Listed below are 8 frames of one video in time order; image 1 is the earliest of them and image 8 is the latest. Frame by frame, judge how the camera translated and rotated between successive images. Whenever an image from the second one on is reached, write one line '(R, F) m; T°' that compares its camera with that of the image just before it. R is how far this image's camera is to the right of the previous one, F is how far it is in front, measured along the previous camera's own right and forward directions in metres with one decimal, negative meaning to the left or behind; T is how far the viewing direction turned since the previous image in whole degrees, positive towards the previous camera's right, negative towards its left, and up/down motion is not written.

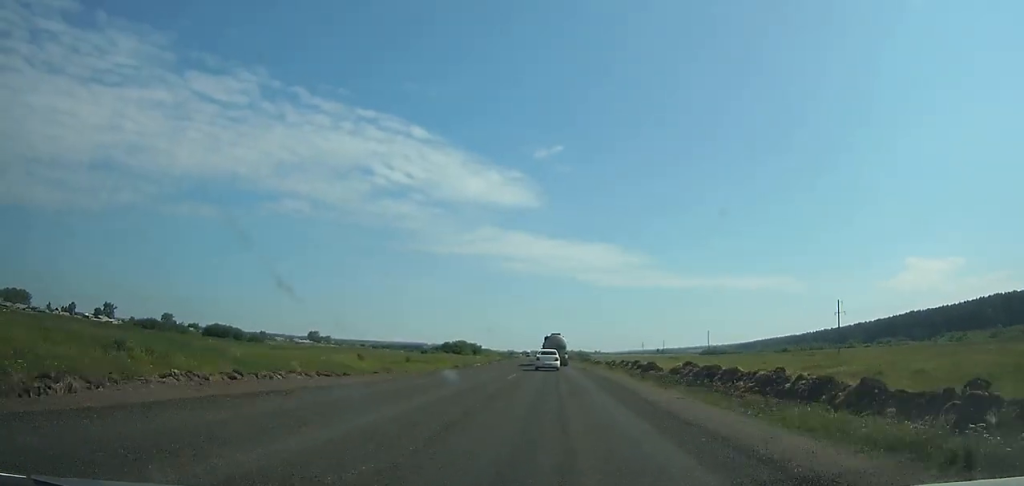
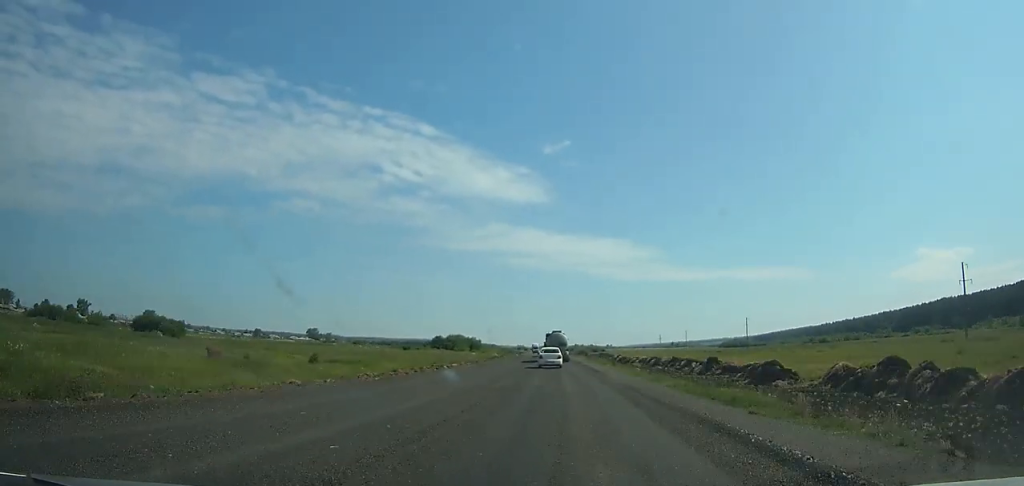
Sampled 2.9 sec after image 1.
(-0.4, +45.2) m; -1°
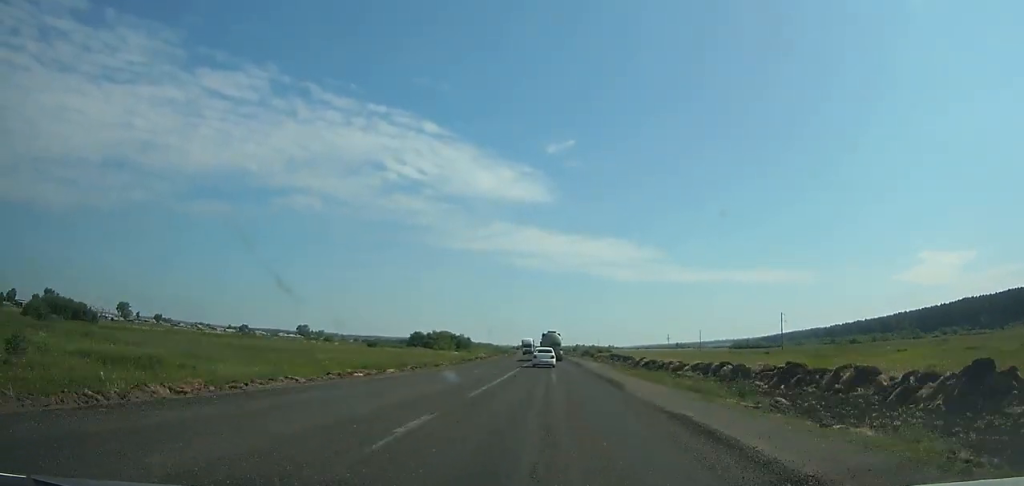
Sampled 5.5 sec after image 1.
(-0.2, +39.6) m; -1°
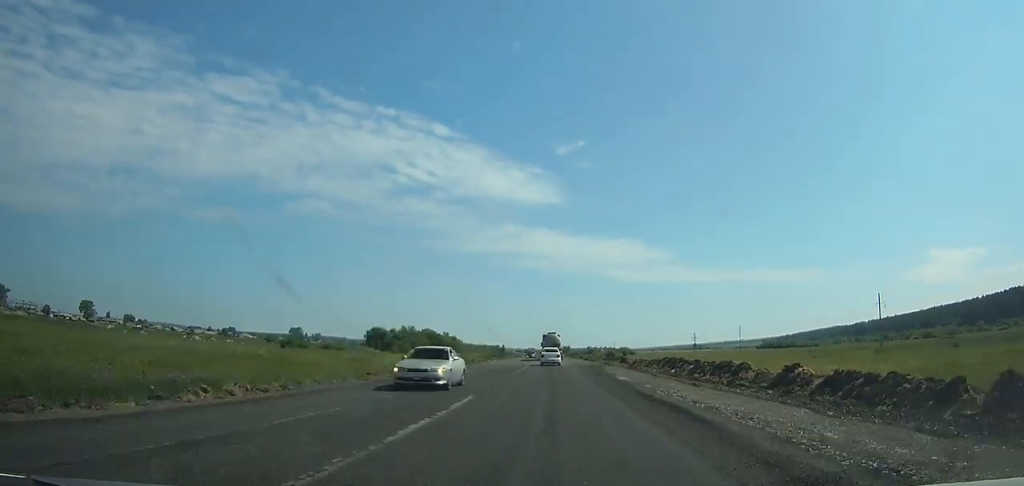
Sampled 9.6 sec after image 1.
(-0.4, +61.9) m; -1°
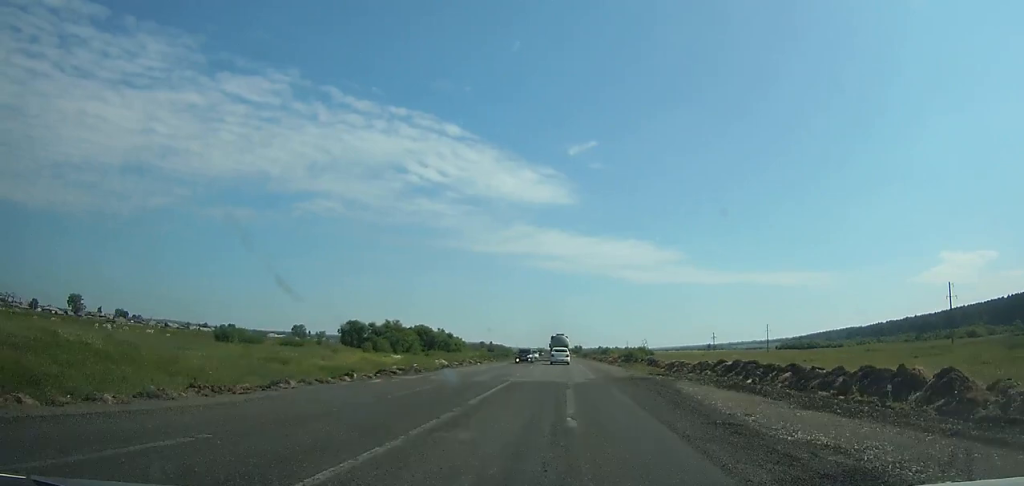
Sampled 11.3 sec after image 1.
(-0.2, +26.1) m; 0°
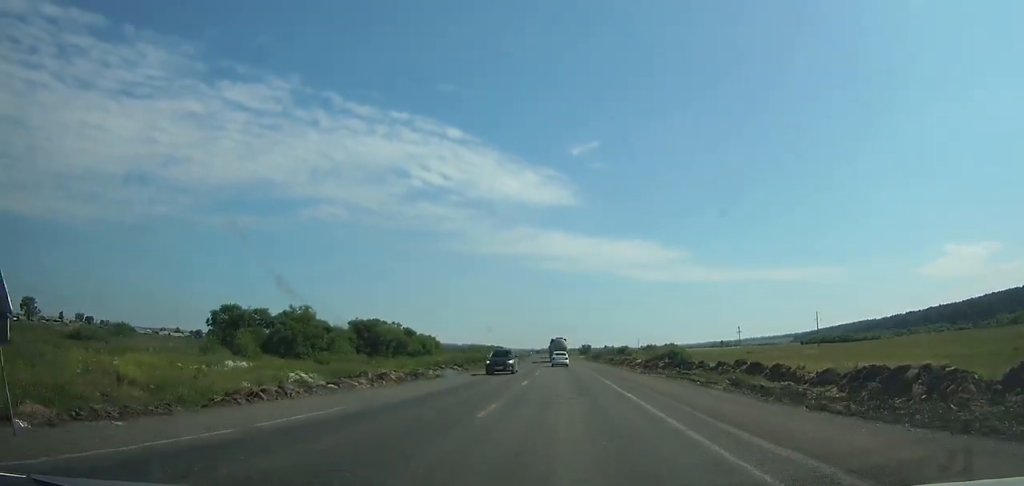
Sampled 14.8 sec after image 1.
(-0.4, +55.1) m; -1°
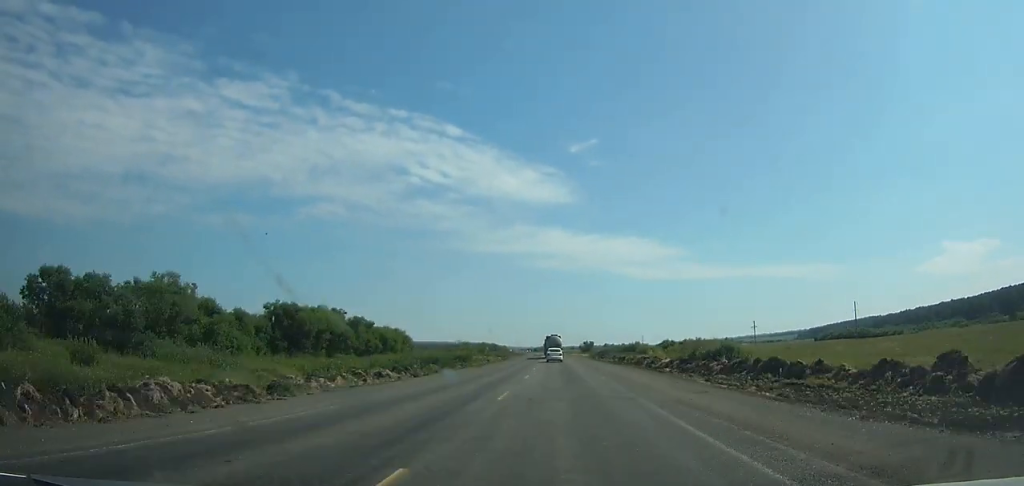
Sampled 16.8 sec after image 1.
(0.0, +32.9) m; 0°
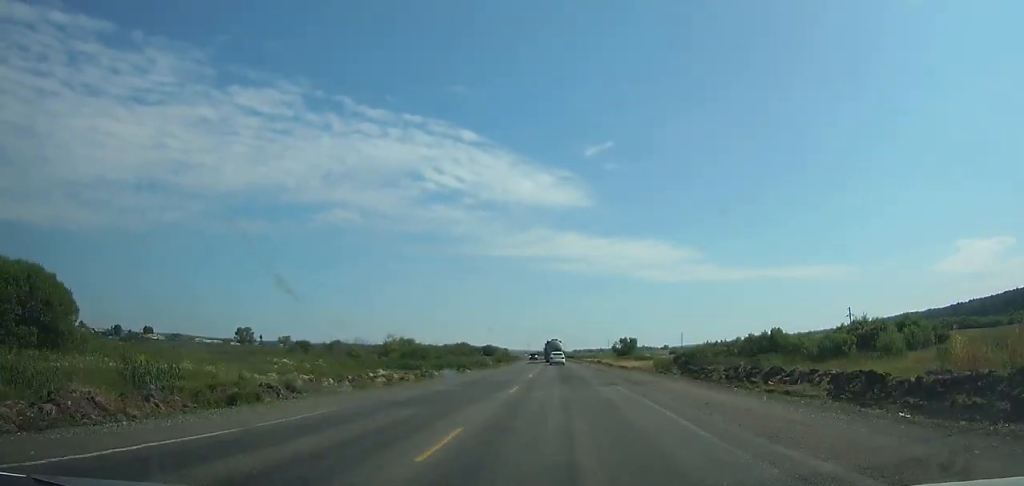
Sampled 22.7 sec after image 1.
(-1.1, +103.0) m; -1°
